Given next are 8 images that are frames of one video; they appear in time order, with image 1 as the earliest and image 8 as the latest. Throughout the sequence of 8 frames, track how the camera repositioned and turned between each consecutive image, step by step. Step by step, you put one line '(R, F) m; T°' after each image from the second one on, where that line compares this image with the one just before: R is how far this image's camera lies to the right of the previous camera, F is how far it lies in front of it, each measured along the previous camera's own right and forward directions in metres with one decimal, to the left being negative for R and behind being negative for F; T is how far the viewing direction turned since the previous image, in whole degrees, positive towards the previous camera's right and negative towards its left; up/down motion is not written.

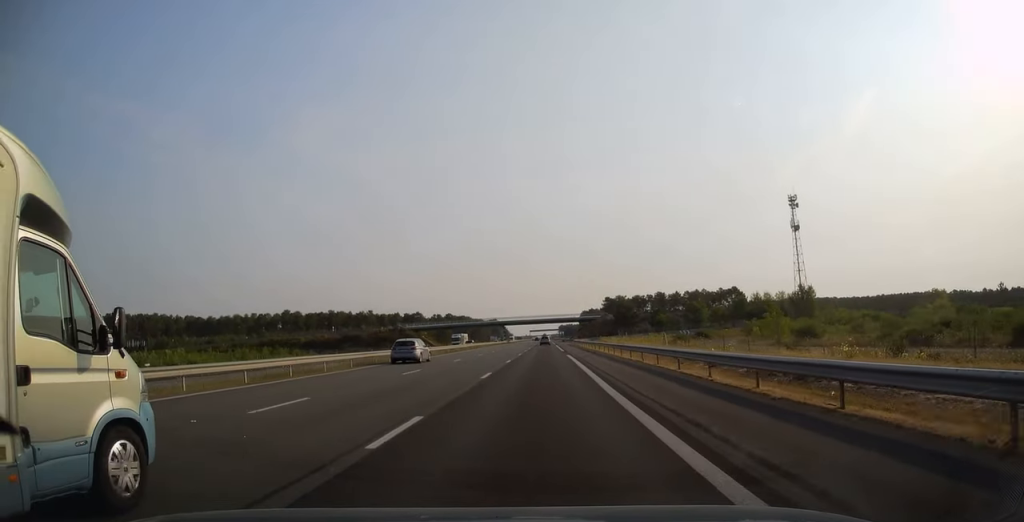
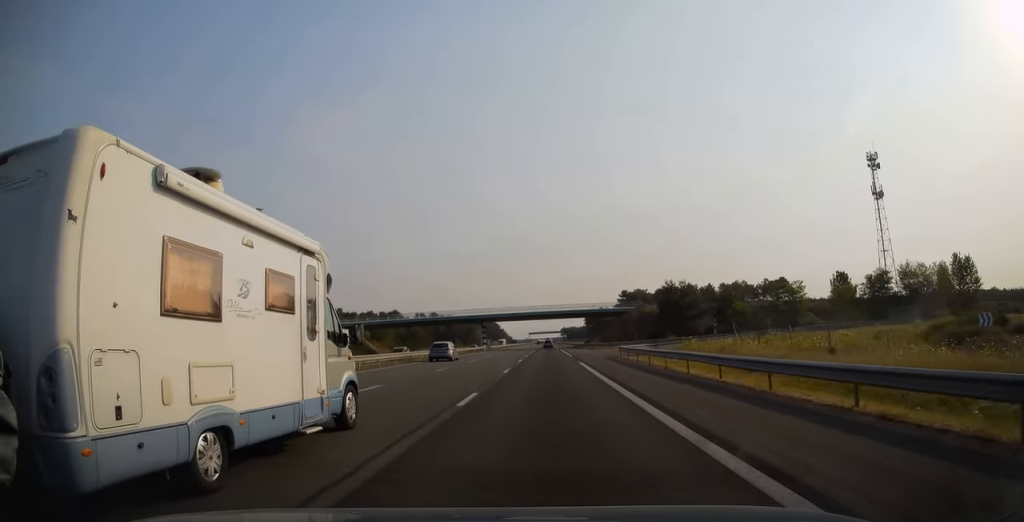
(-0.3, +59.8) m; 0°
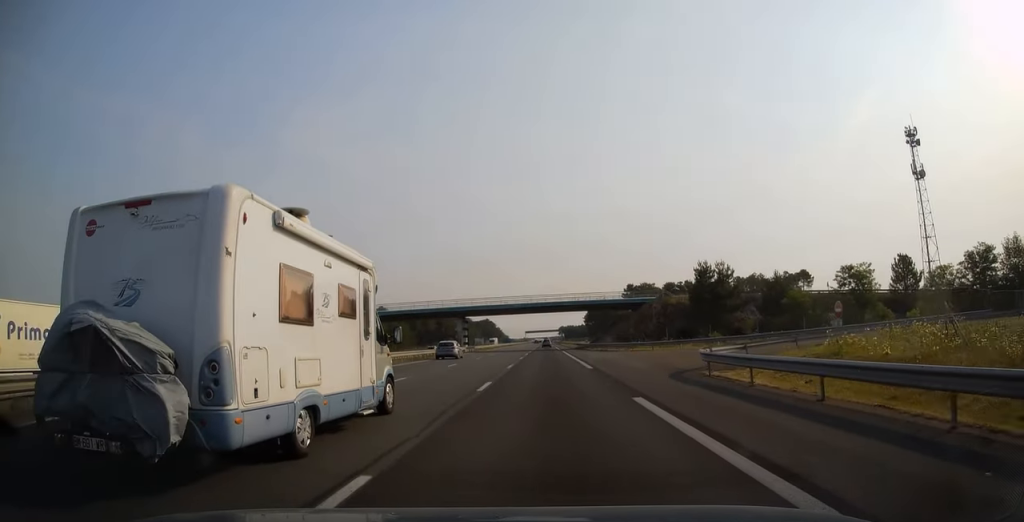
(+0.1, +22.5) m; 0°
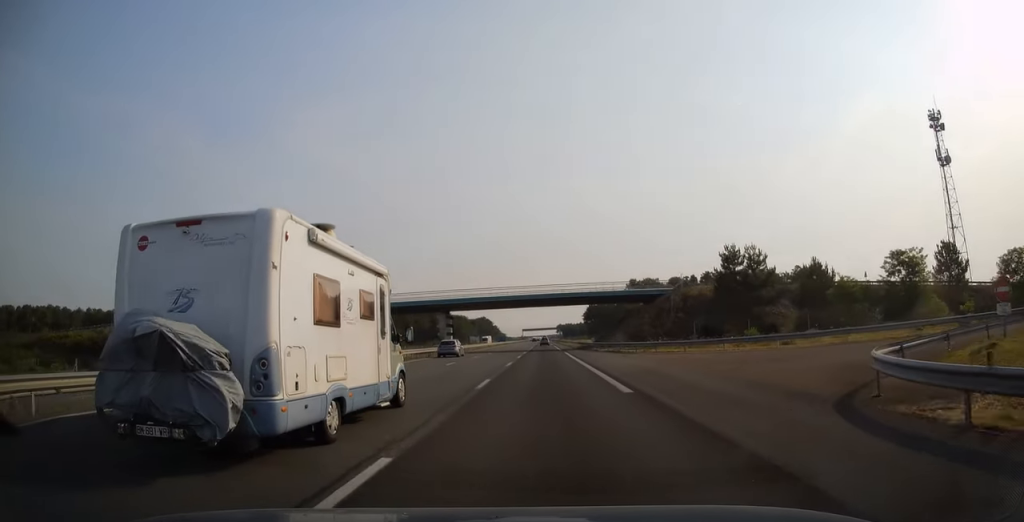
(0.0, +12.2) m; 0°
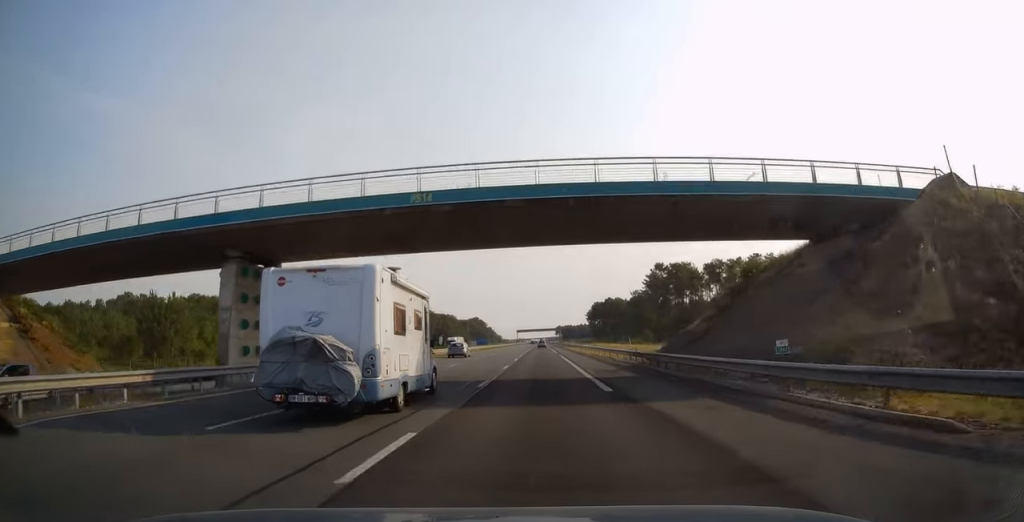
(0.0, +50.1) m; 0°
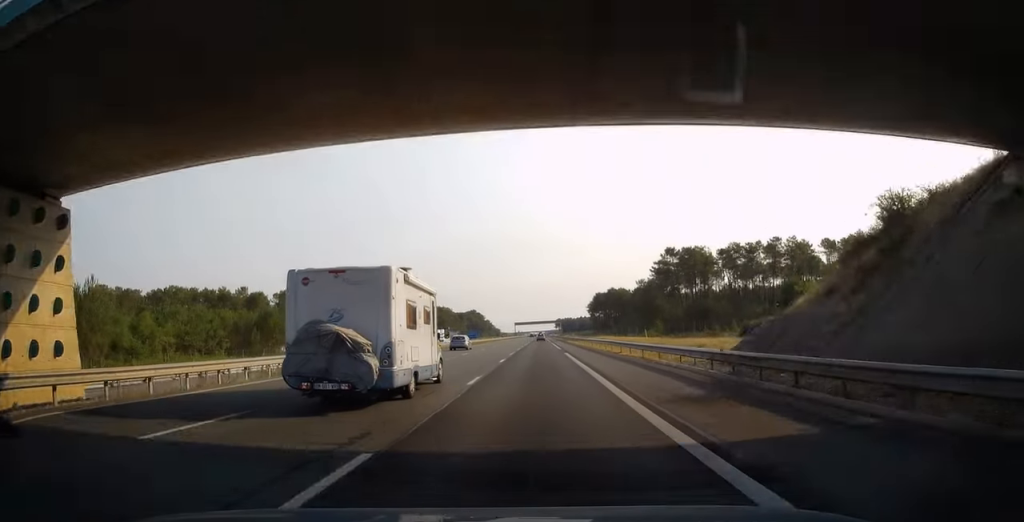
(-0.1, +14.8) m; 0°
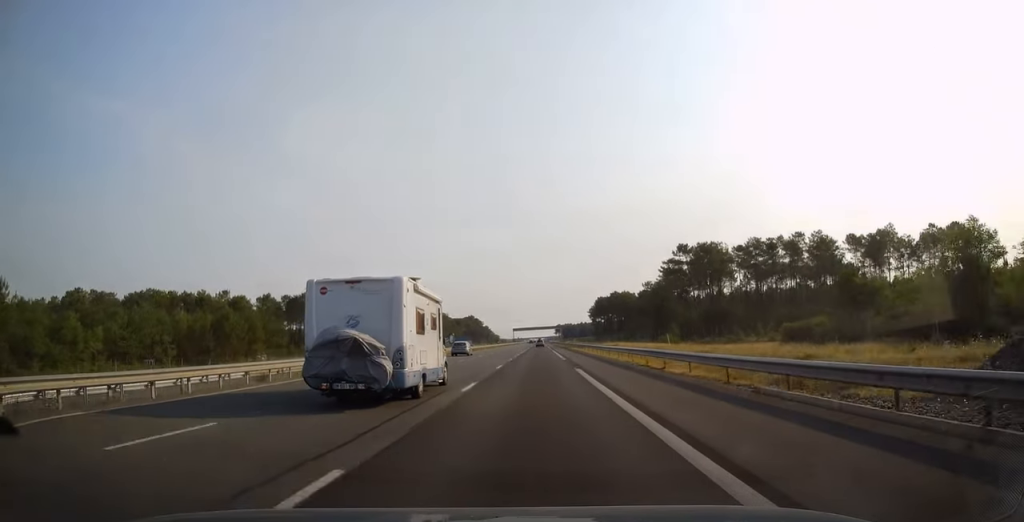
(0.0, +13.9) m; 0°
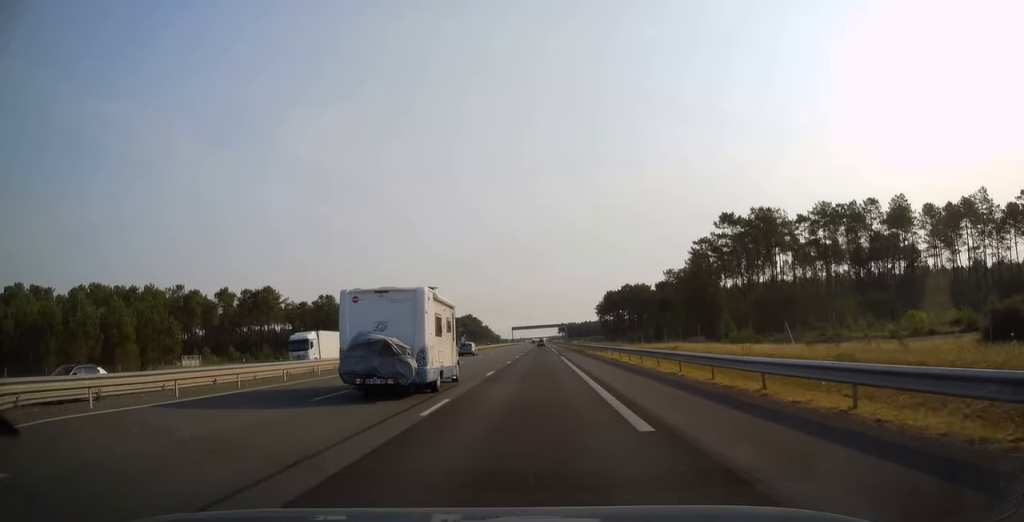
(+0.2, +31.1) m; 0°
